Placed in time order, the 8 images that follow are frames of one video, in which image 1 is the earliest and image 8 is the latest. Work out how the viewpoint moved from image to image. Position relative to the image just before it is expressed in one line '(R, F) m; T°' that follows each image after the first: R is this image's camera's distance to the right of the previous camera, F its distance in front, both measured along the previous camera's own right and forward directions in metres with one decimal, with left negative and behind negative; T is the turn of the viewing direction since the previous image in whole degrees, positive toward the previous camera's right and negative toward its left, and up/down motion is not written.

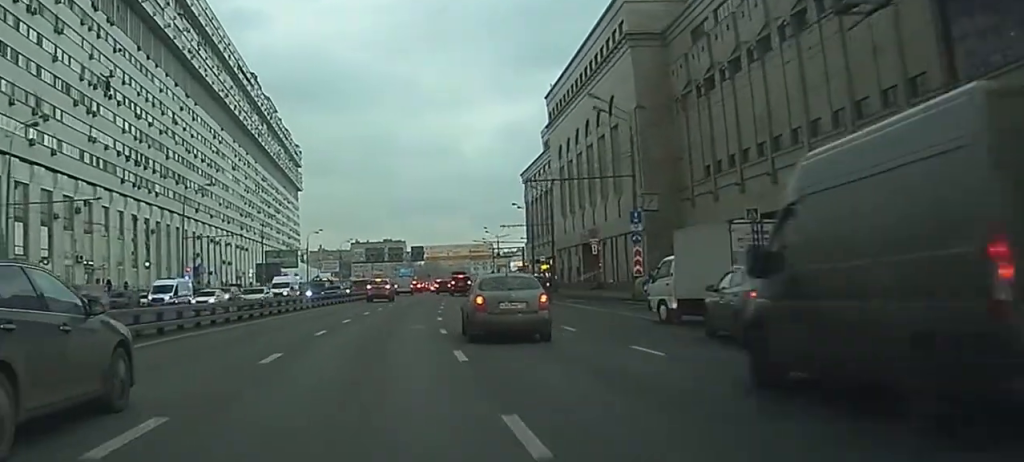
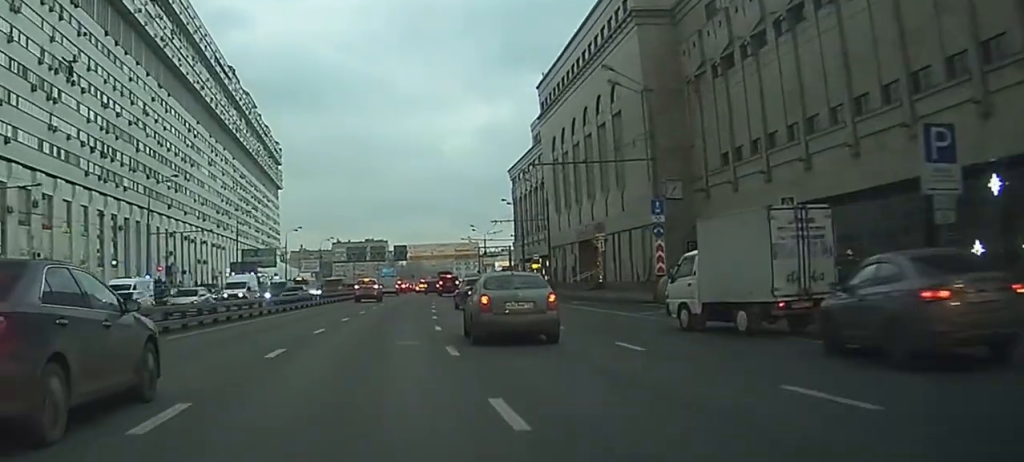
(+0.2, +6.3) m; +1°
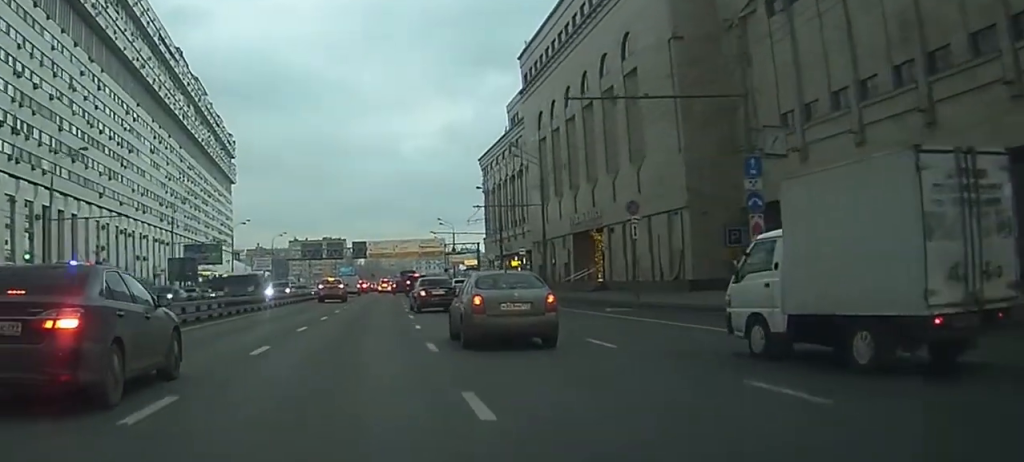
(+0.3, +13.5) m; +2°
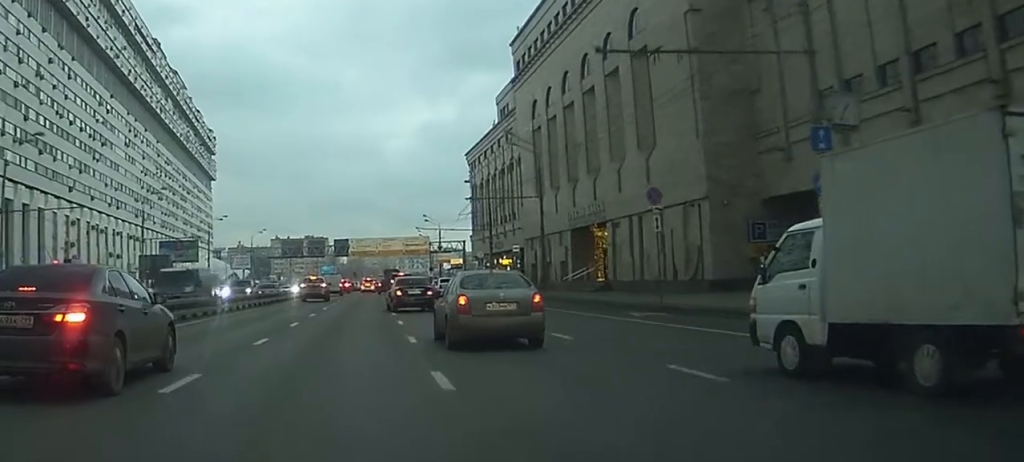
(0.0, +4.8) m; 0°
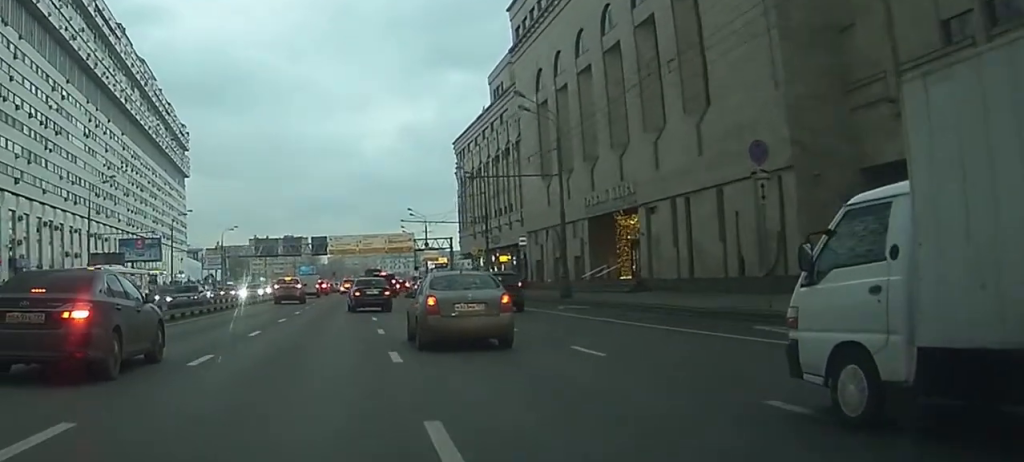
(0.0, +9.3) m; 0°
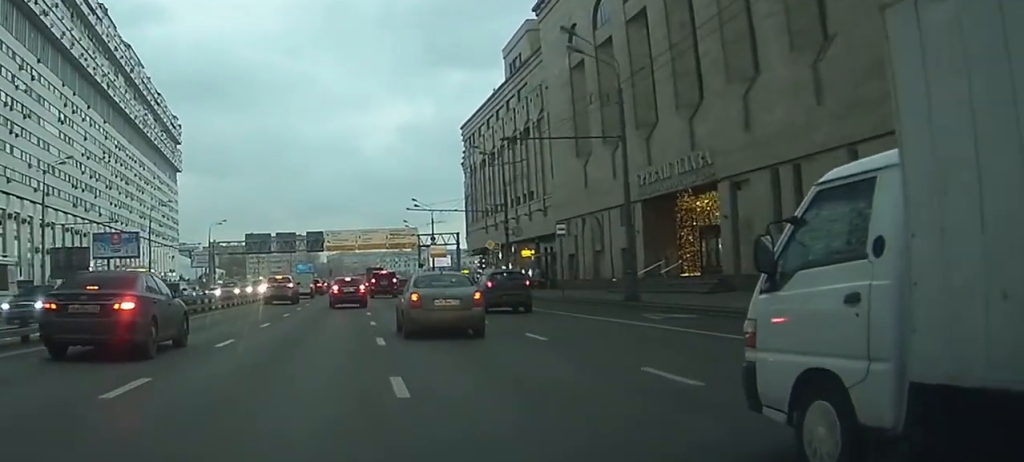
(+0.1, +11.1) m; +1°
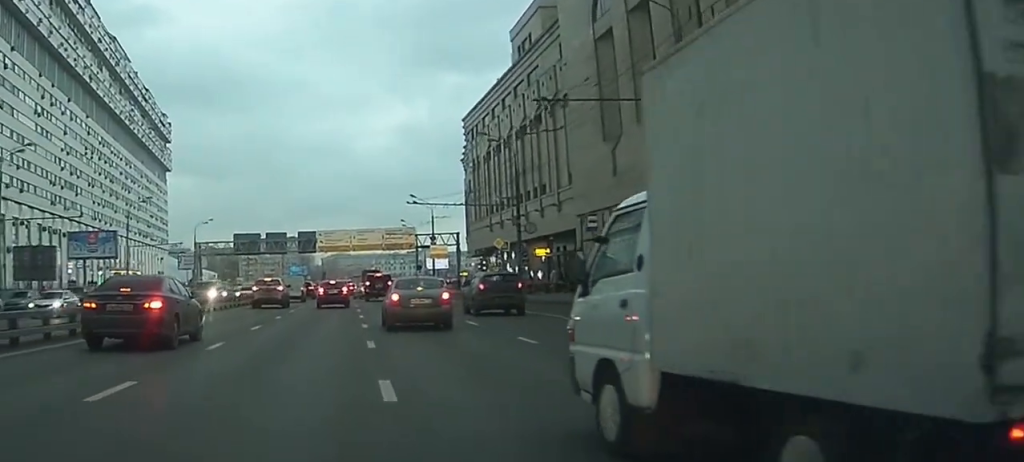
(+0.1, +10.0) m; 0°
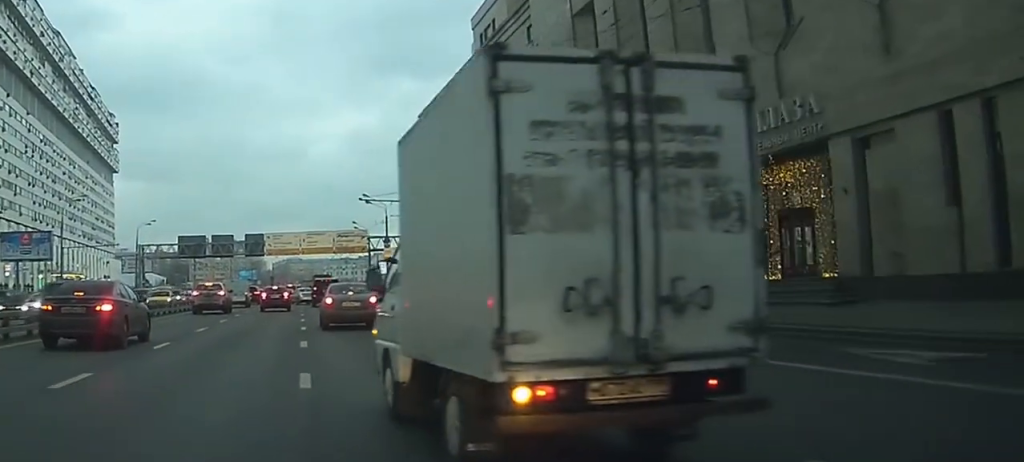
(0.0, +8.8) m; 0°
